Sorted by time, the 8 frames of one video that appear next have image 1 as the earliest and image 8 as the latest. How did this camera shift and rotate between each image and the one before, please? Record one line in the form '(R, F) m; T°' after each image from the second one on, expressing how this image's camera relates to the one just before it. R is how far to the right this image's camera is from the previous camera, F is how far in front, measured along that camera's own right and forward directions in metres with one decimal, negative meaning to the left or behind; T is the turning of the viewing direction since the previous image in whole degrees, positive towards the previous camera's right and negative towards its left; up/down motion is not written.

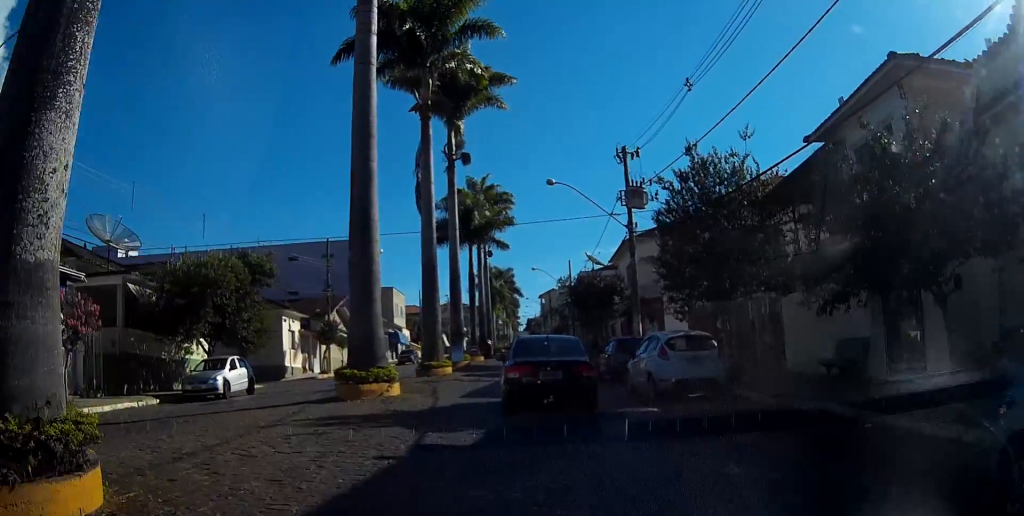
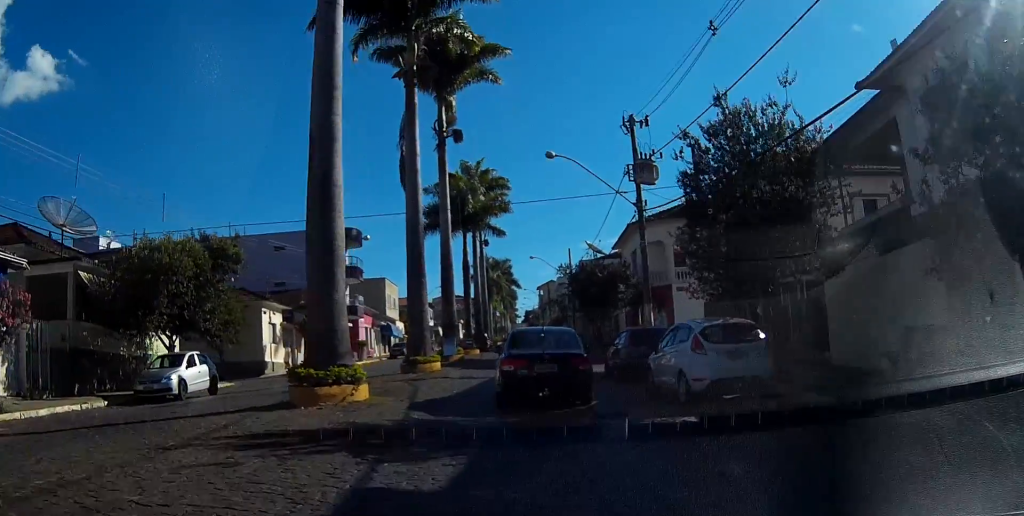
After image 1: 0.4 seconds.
(0.0, +3.3) m; -1°
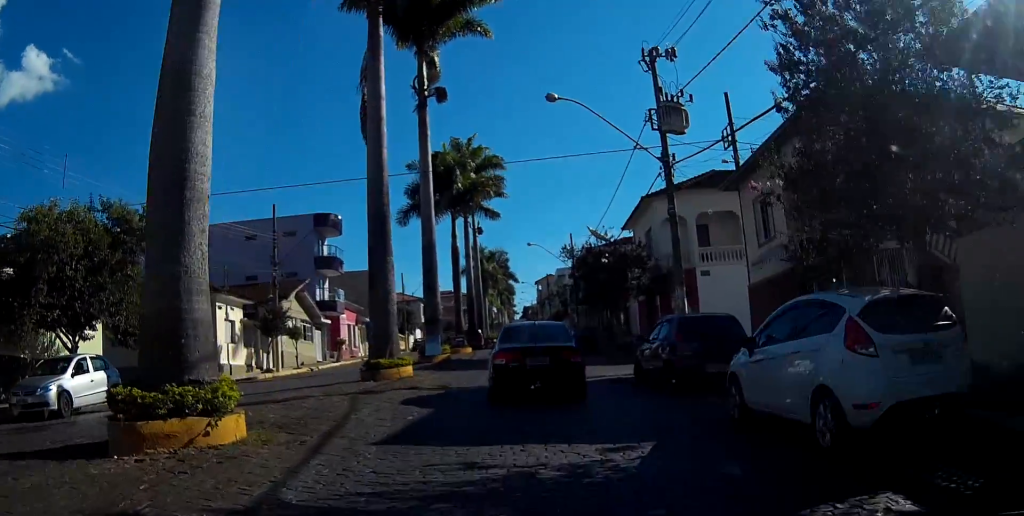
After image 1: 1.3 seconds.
(-0.1, +6.4) m; 0°
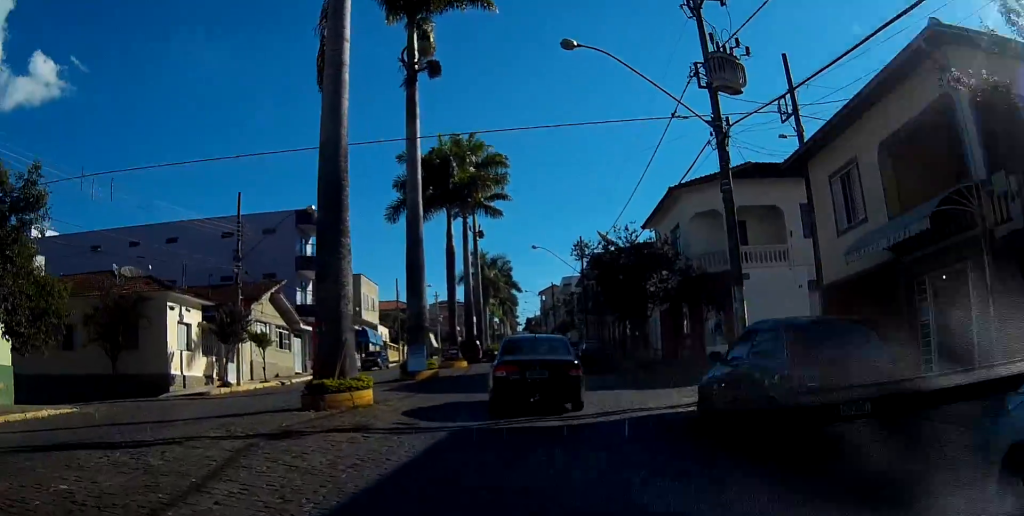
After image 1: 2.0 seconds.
(0.0, +5.8) m; +1°
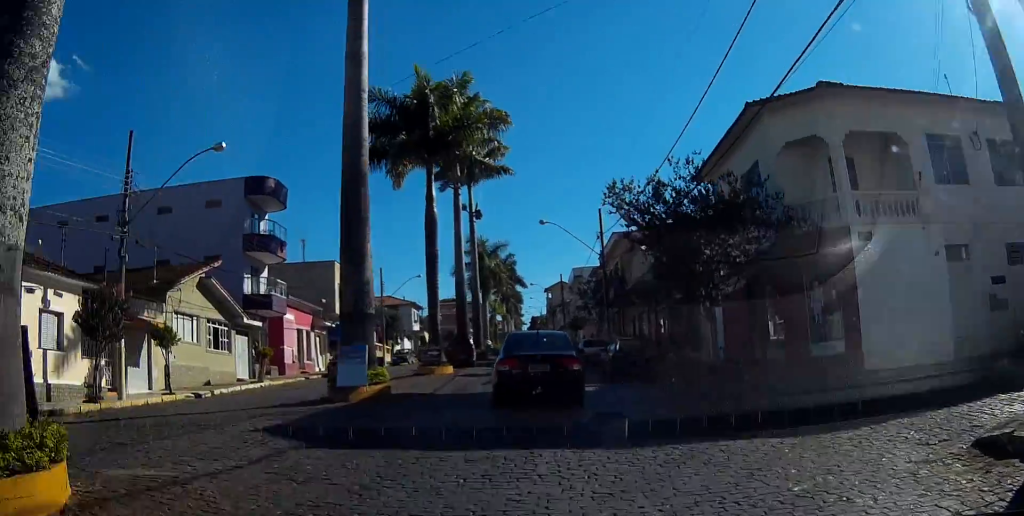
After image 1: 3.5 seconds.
(+0.2, +10.8) m; 0°
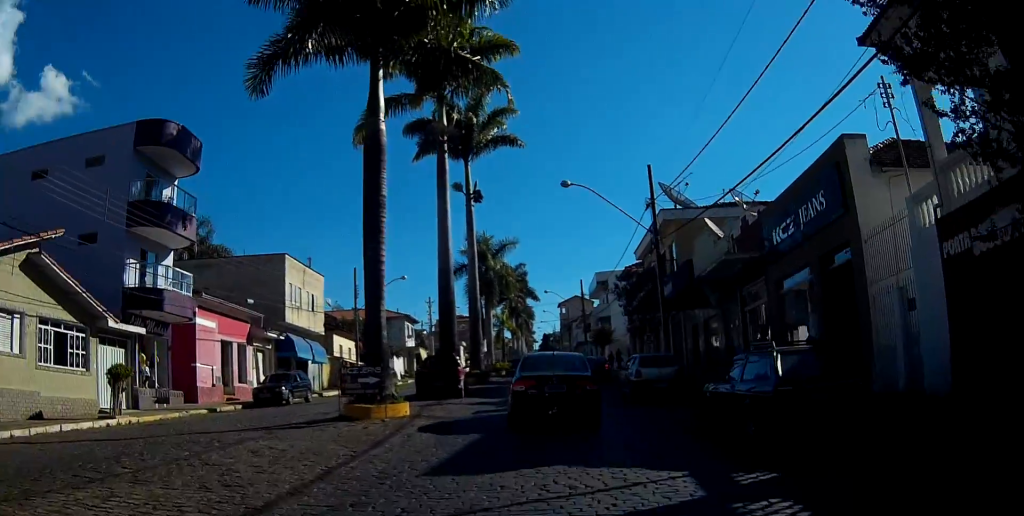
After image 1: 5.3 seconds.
(-0.2, +14.0) m; 0°
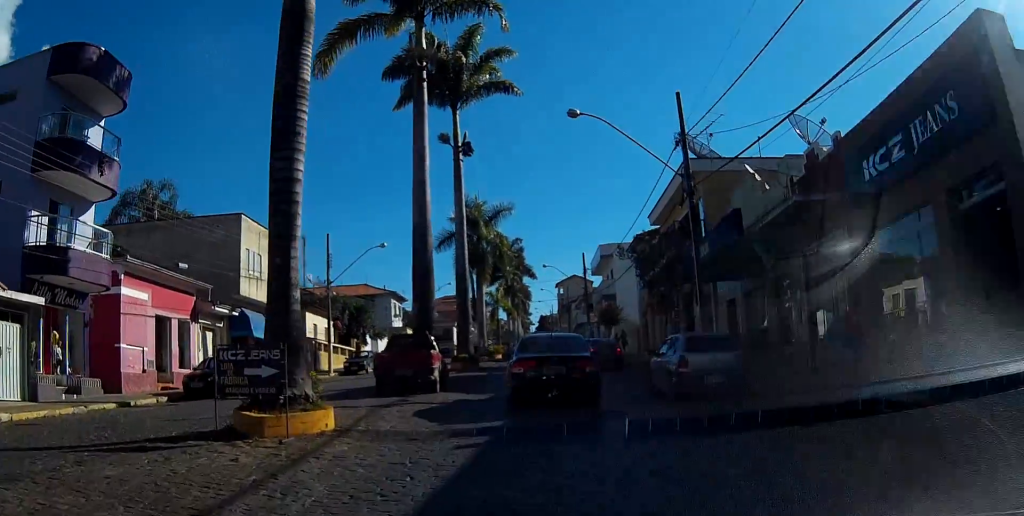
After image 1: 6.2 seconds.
(0.0, +6.3) m; 0°
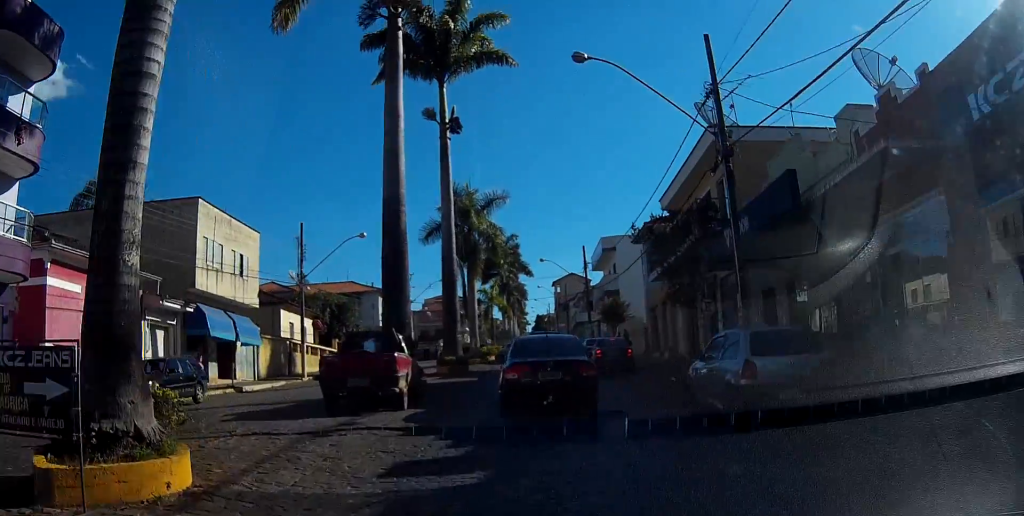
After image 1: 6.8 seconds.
(0.0, +4.6) m; 0°
